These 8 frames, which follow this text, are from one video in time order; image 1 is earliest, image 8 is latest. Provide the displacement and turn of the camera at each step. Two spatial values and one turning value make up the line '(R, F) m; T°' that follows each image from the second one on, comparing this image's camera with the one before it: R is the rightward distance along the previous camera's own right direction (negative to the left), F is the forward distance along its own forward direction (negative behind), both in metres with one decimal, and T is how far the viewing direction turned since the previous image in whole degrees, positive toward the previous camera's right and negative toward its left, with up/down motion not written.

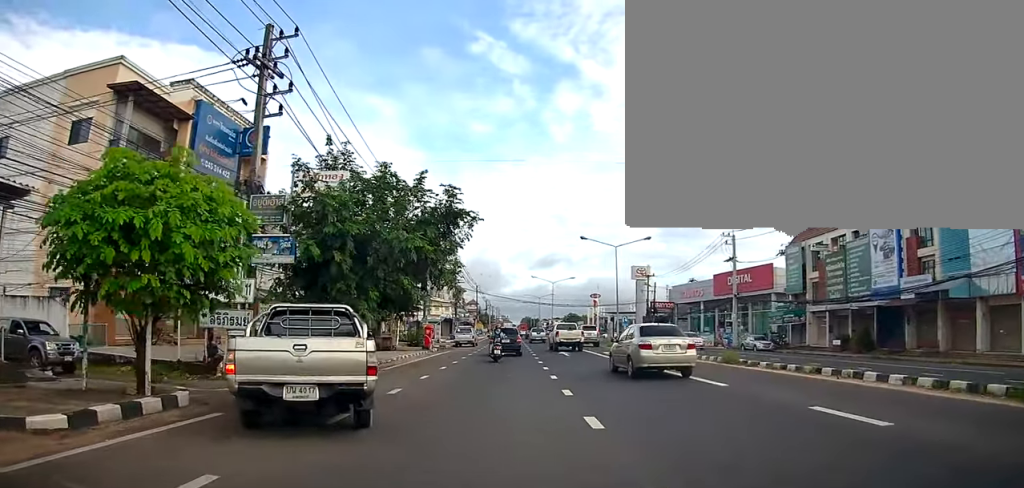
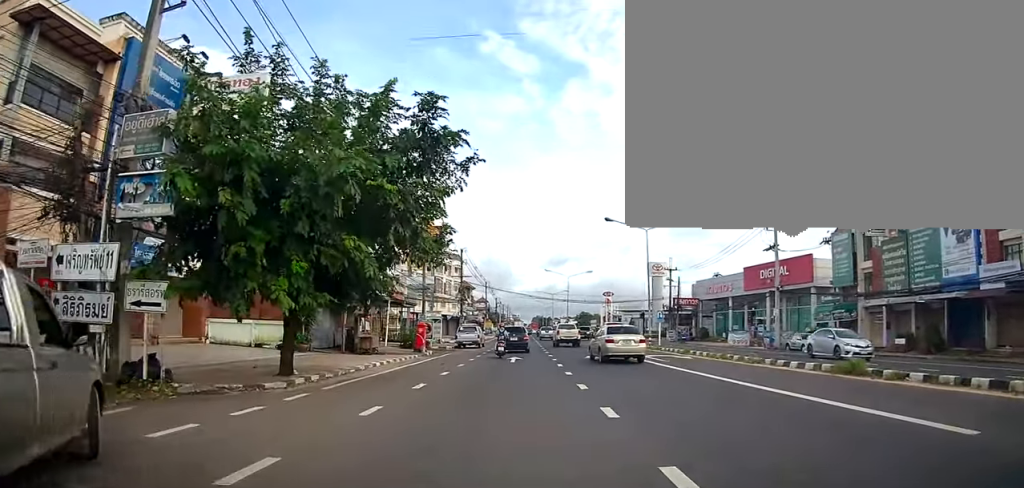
(-0.3, +7.2) m; -7°
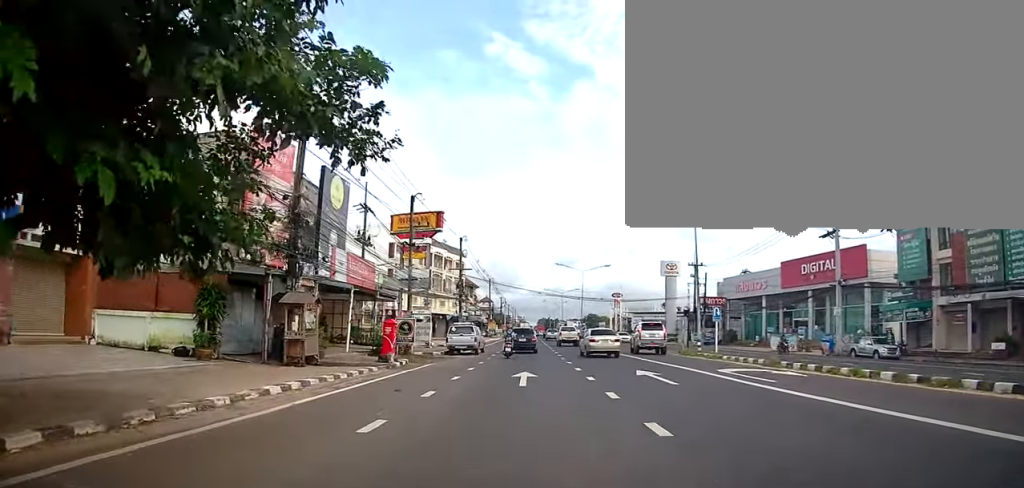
(-0.7, +8.8) m; -2°
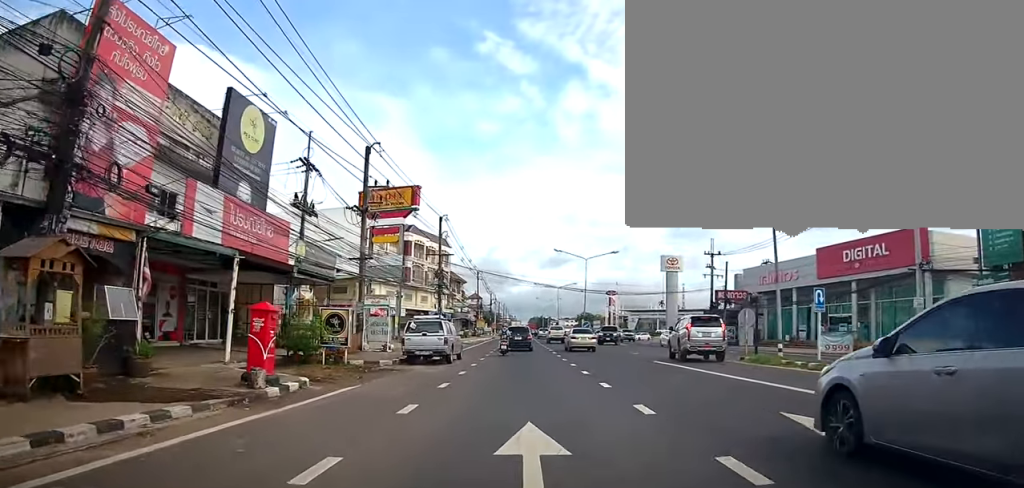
(+0.7, +9.9) m; +6°
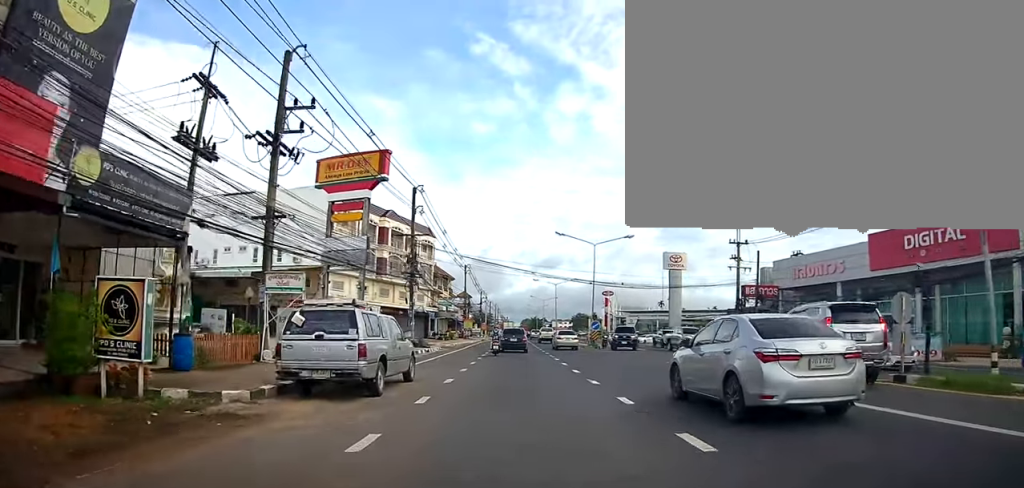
(+0.1, +10.5) m; 0°
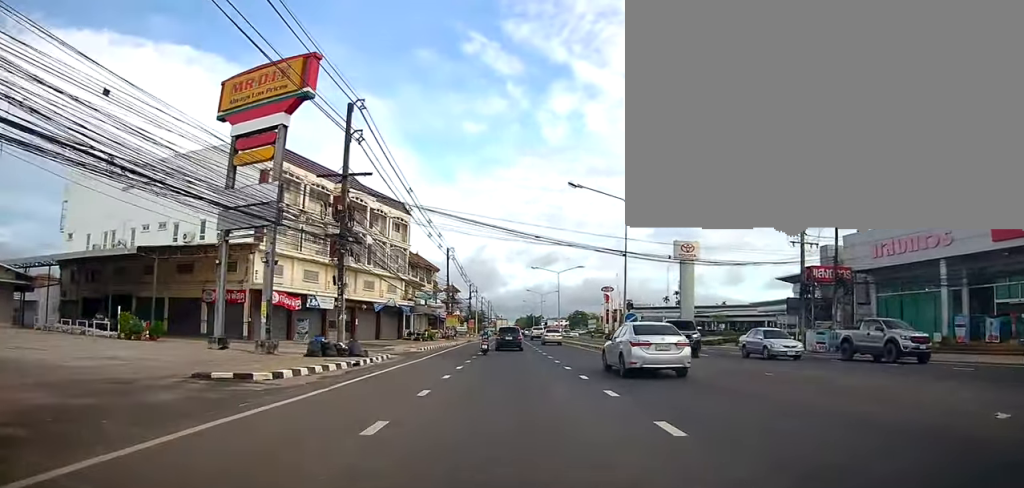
(0.0, +14.9) m; 0°
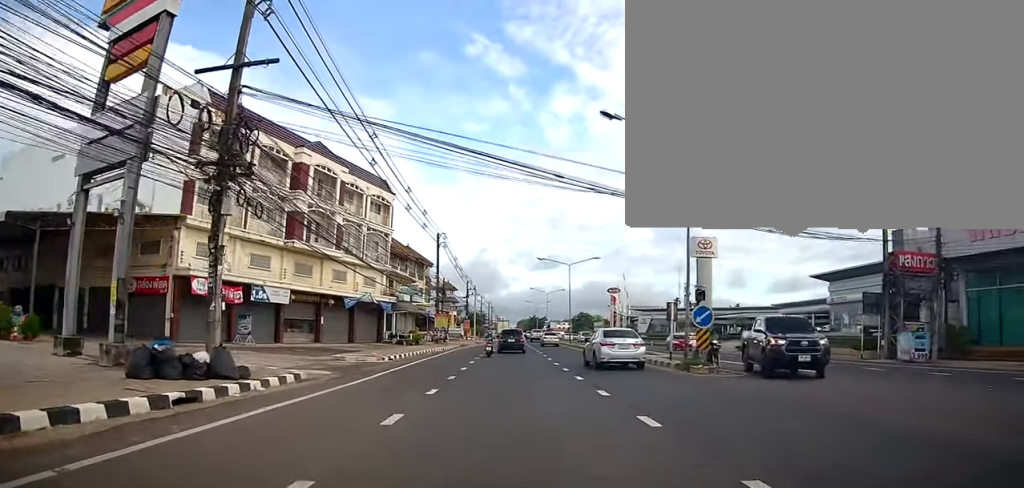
(0.0, +10.7) m; 0°
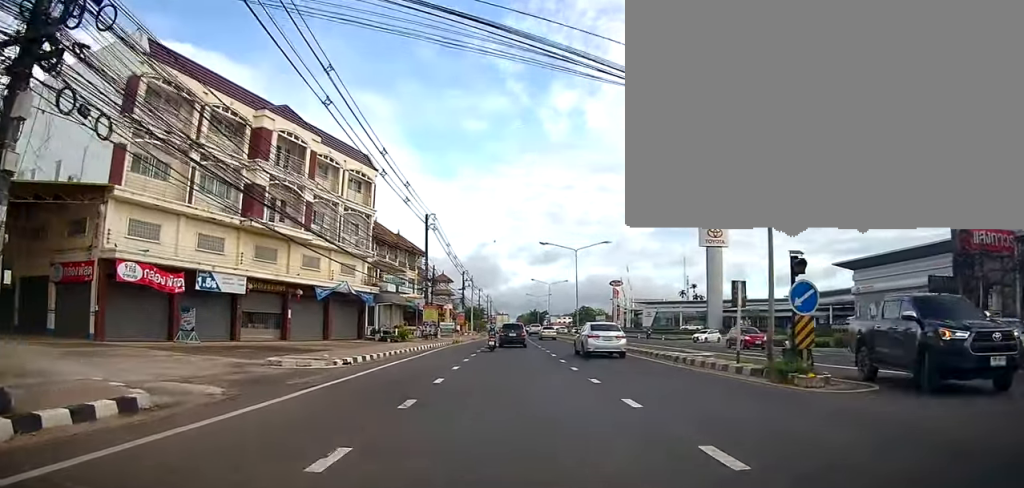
(0.0, +6.8) m; 0°
